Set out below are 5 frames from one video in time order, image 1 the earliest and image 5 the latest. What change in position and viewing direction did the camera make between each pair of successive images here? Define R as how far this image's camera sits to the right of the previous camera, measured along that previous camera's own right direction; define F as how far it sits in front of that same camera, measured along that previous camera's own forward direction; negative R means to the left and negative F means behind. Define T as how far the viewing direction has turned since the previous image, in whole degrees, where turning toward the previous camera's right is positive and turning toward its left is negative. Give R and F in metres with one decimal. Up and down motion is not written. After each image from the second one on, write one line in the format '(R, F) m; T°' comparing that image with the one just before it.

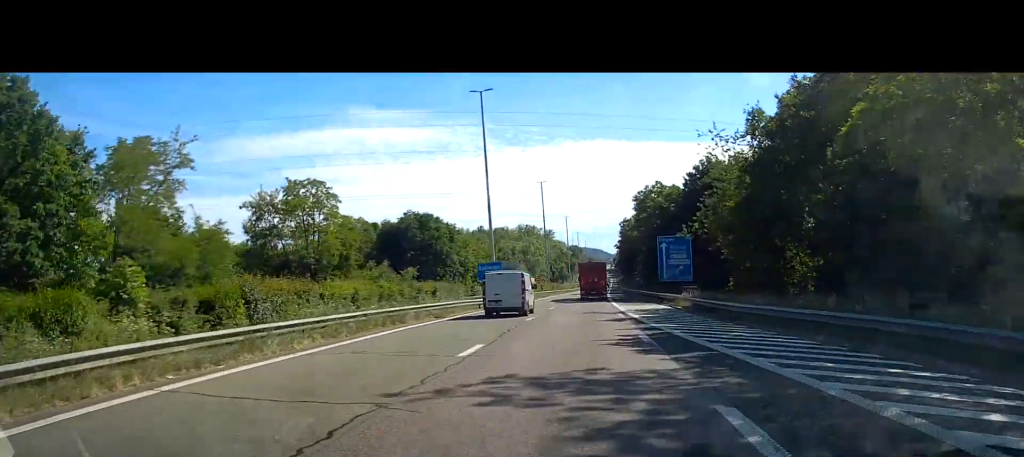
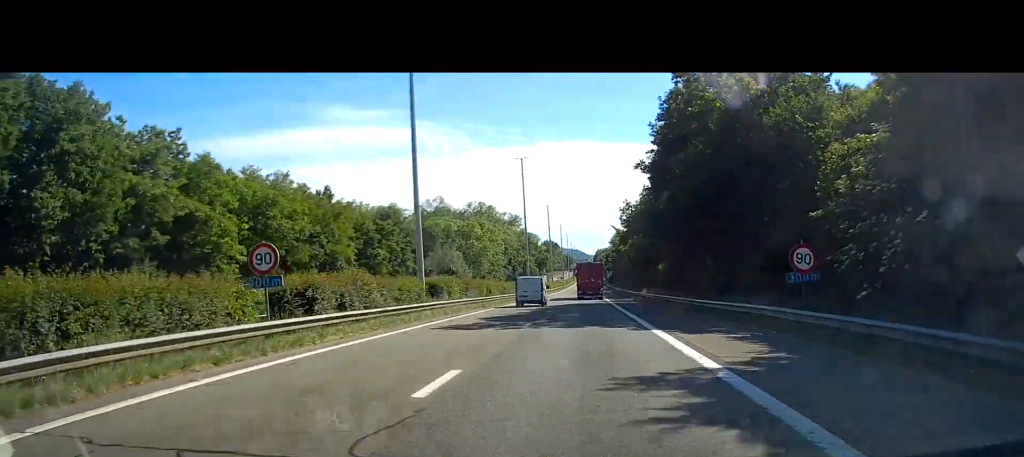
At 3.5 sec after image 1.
(+1.0, +80.9) m; +2°
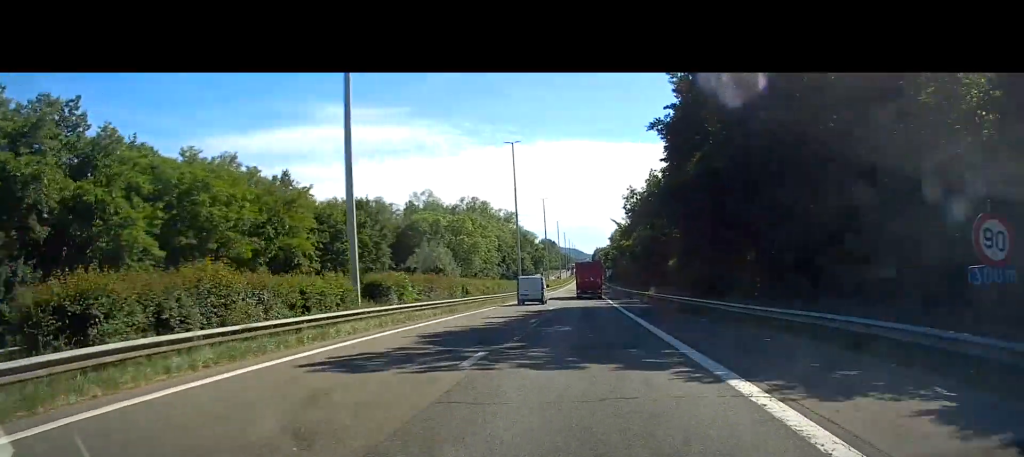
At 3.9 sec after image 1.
(0.0, +10.1) m; 0°
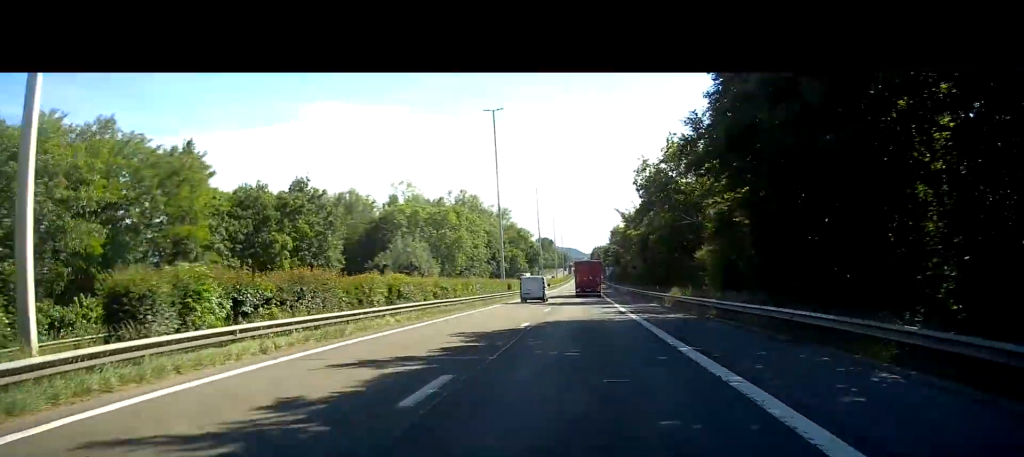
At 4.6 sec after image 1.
(0.0, +16.4) m; 0°
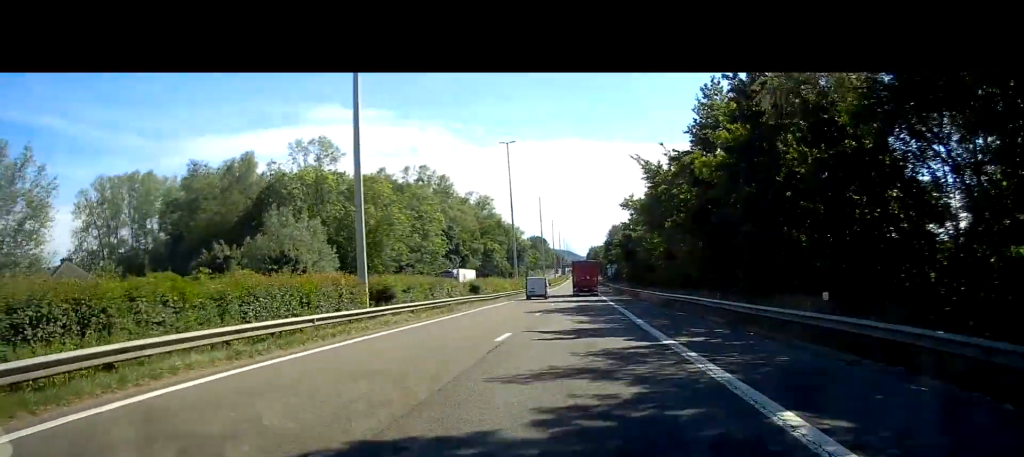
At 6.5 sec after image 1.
(0.0, +43.7) m; 0°
